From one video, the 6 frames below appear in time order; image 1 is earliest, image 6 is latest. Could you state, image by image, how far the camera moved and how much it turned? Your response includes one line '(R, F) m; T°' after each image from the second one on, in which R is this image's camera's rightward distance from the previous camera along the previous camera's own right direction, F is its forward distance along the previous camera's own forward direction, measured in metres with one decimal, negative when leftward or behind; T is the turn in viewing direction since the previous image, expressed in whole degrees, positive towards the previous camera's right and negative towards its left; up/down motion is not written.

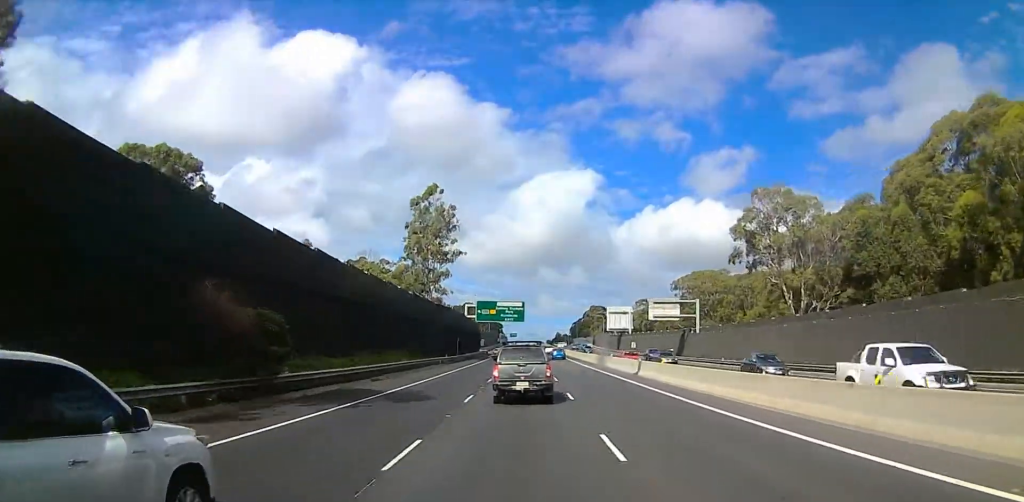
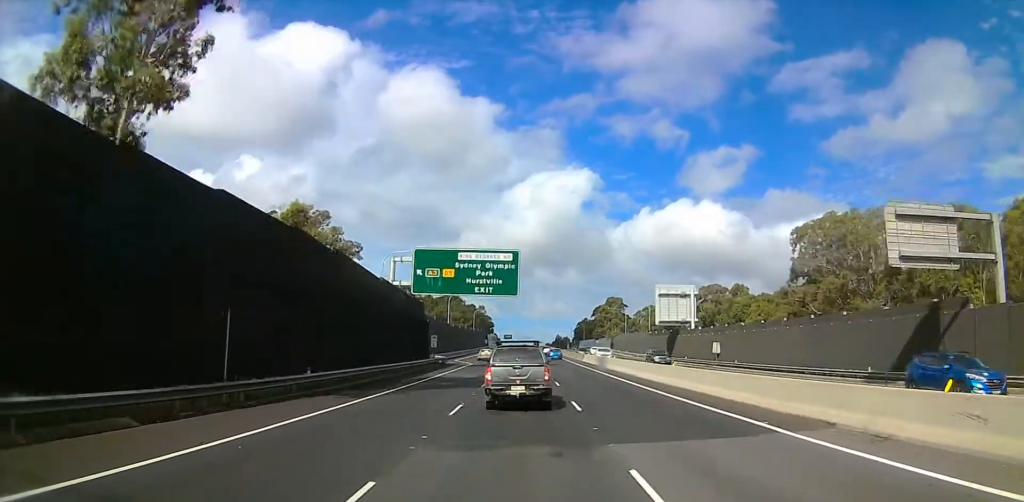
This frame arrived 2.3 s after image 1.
(0.0, +56.1) m; 0°
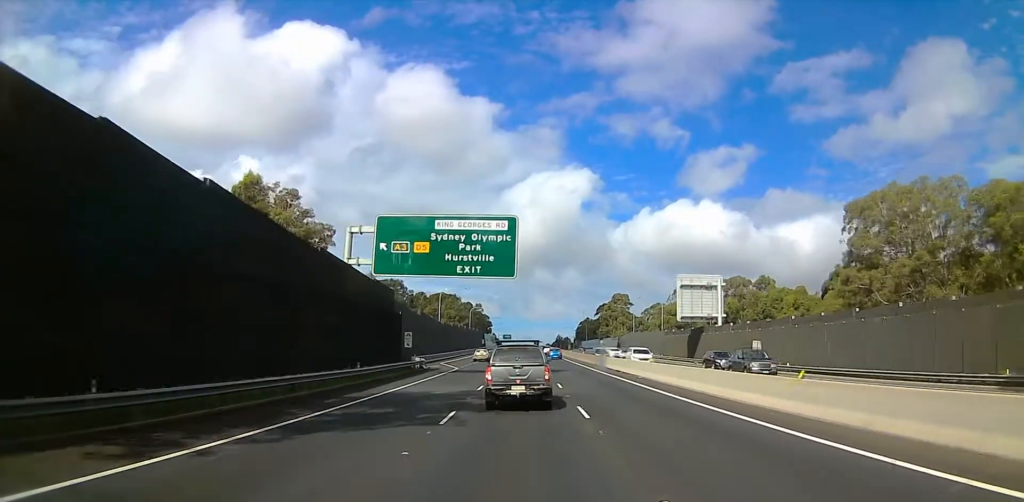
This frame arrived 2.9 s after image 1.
(0.0, +12.8) m; 0°
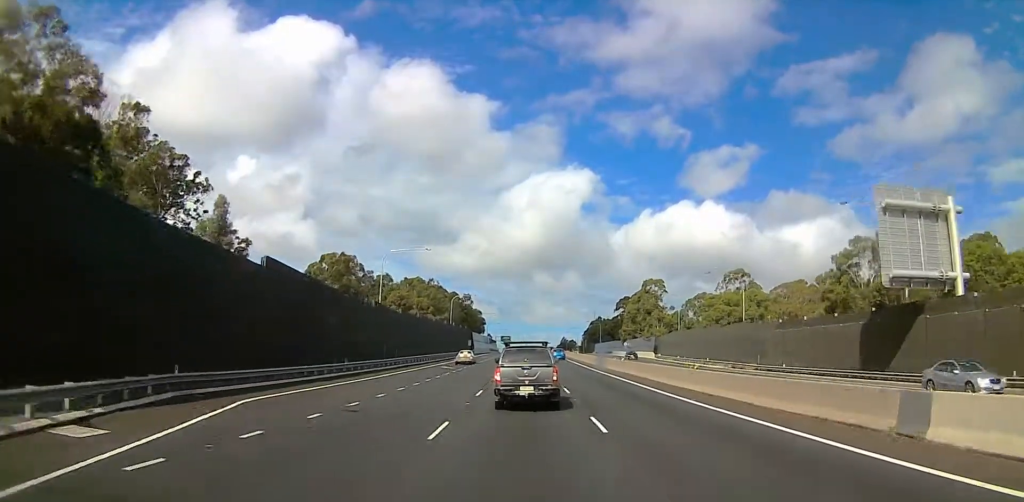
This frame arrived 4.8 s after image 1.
(0.0, +46.6) m; 0°
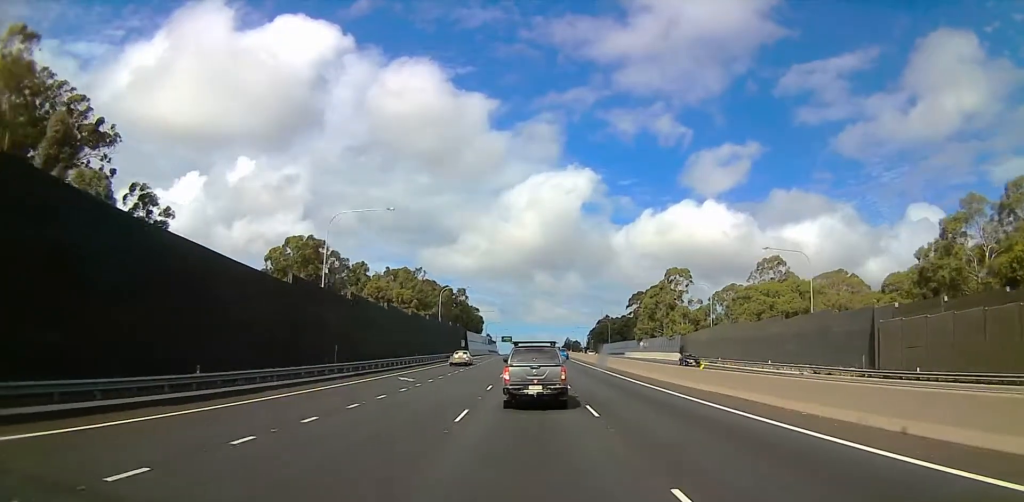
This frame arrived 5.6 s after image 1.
(0.0, +19.5) m; 0°
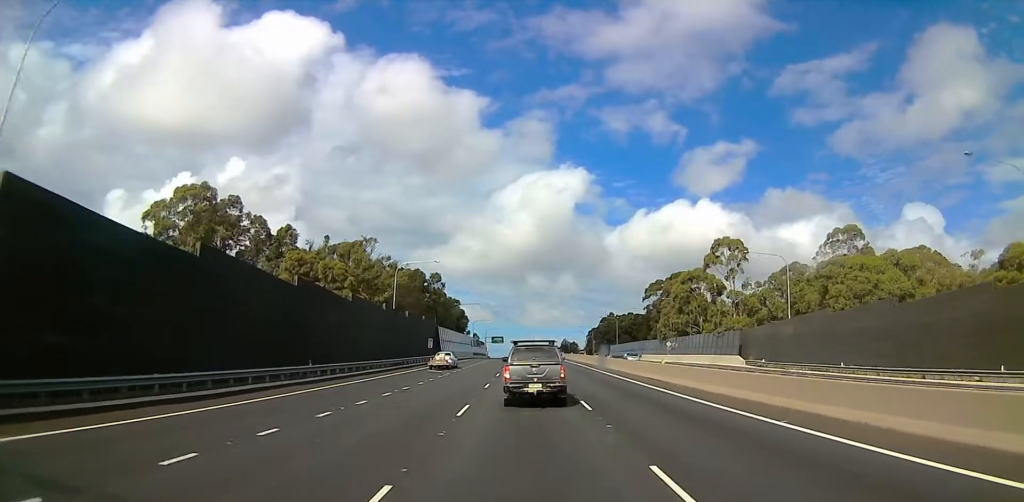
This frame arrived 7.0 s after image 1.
(0.0, +32.9) m; 0°
